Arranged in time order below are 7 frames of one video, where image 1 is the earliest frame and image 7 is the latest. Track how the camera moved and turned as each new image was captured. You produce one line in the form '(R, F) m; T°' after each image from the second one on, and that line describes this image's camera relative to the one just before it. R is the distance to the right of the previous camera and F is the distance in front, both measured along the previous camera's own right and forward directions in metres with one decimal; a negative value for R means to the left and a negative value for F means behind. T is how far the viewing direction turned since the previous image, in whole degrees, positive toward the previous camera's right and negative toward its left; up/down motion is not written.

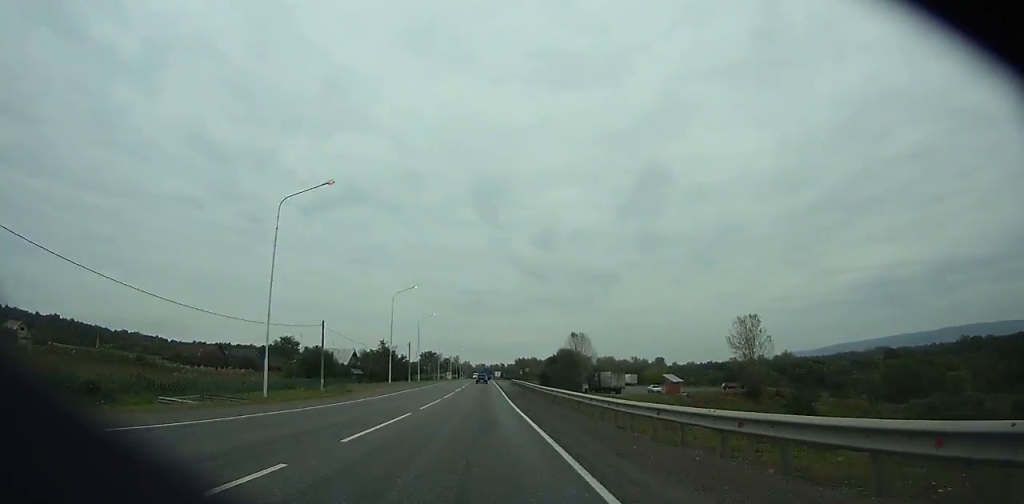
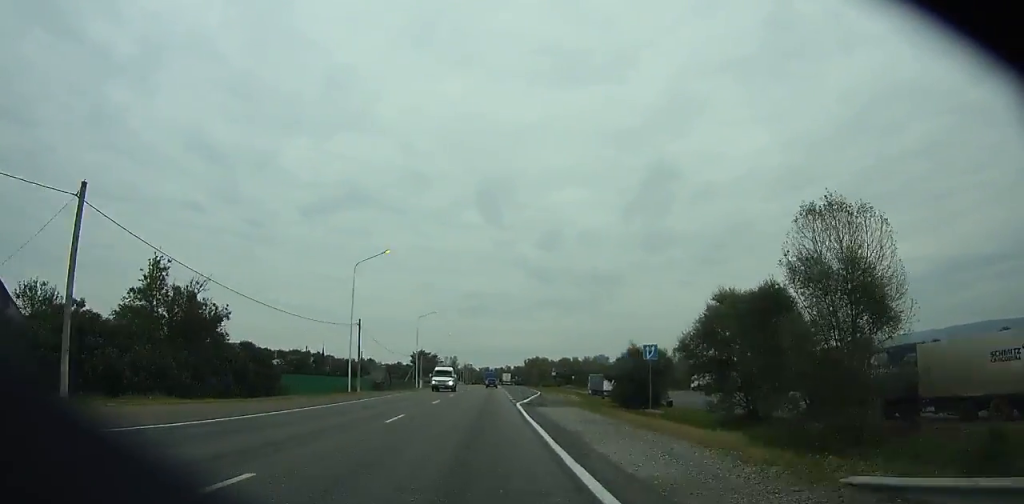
(+0.2, +83.5) m; 0°
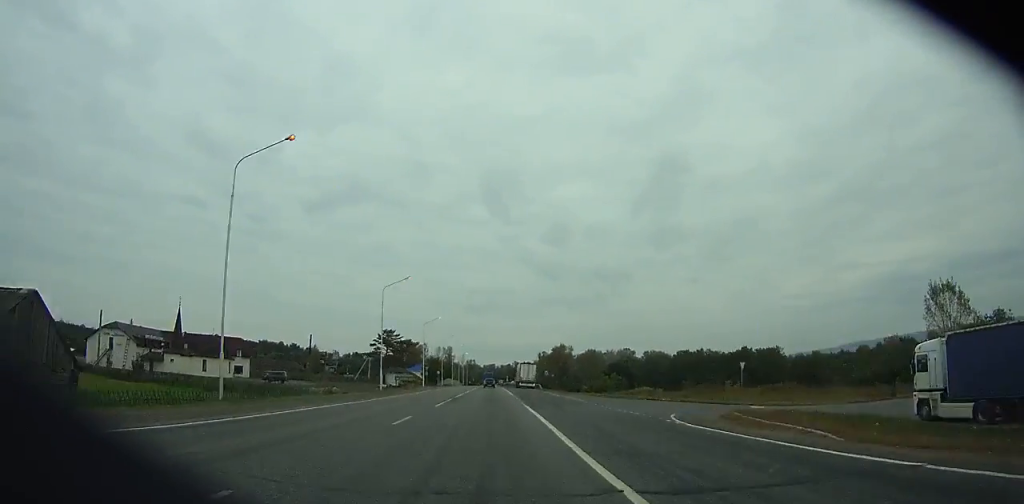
(+0.1, +96.5) m; 0°
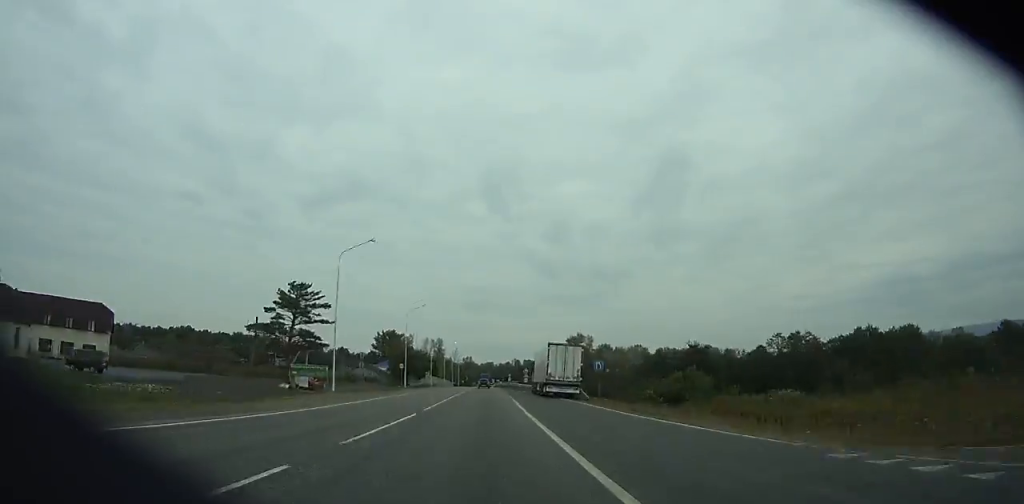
(0.0, +50.5) m; 0°
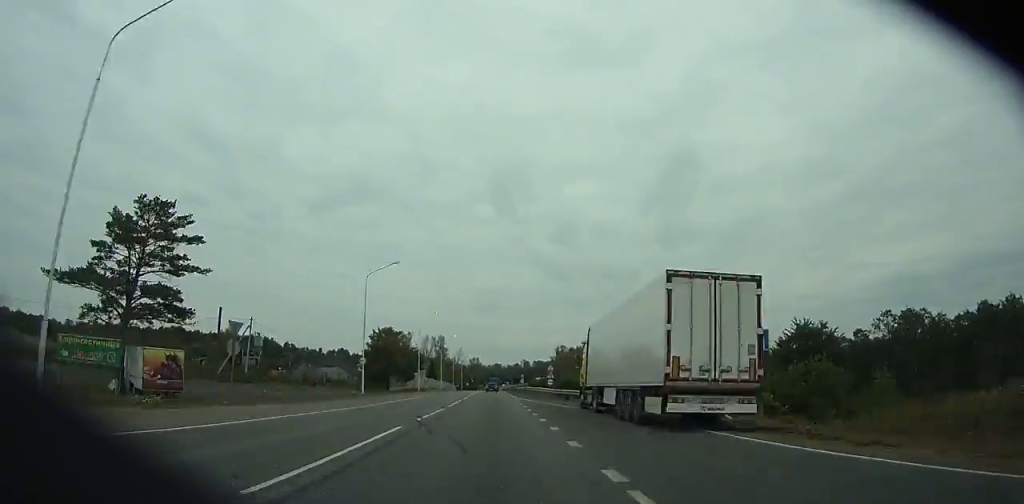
(-0.1, +28.7) m; 0°
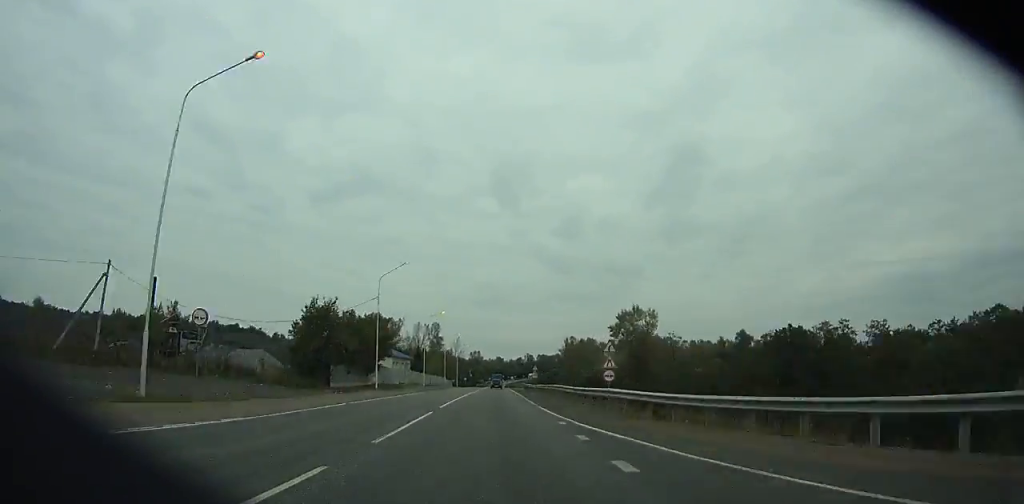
(+0.1, +30.9) m; 0°
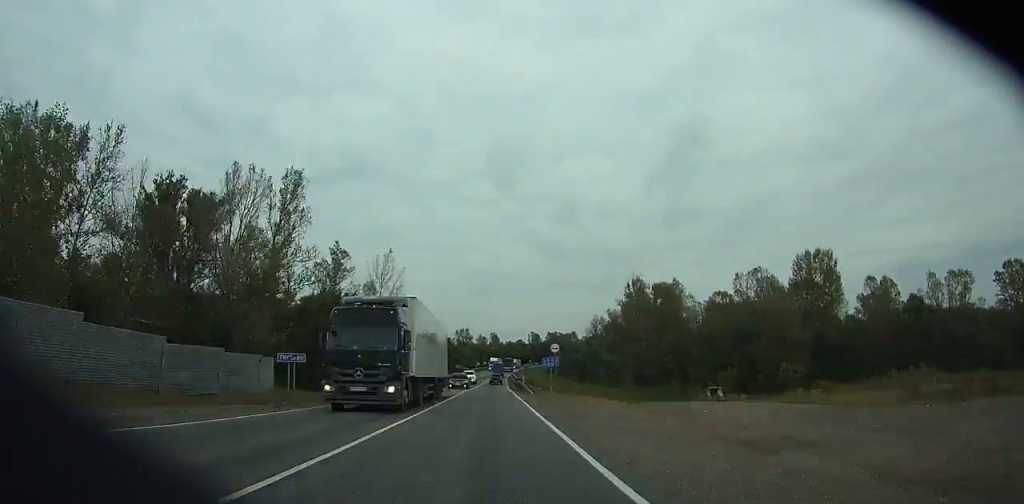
(-1.0, +139.8) m; 0°
